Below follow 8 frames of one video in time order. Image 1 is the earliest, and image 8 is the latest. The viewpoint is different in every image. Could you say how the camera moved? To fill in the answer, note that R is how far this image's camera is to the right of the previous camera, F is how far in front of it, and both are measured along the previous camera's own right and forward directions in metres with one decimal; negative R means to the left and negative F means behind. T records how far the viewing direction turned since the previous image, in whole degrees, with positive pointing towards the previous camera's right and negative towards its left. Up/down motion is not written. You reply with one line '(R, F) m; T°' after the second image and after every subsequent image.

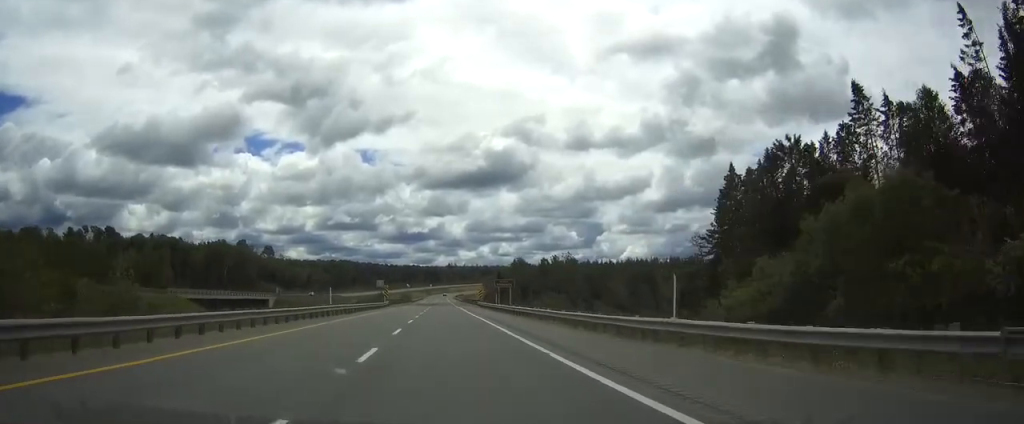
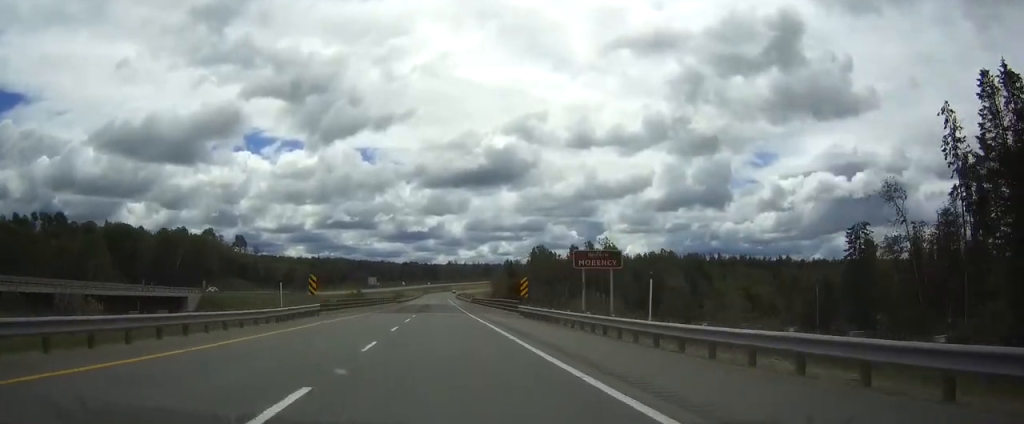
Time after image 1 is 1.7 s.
(0.0, +52.0) m; 0°
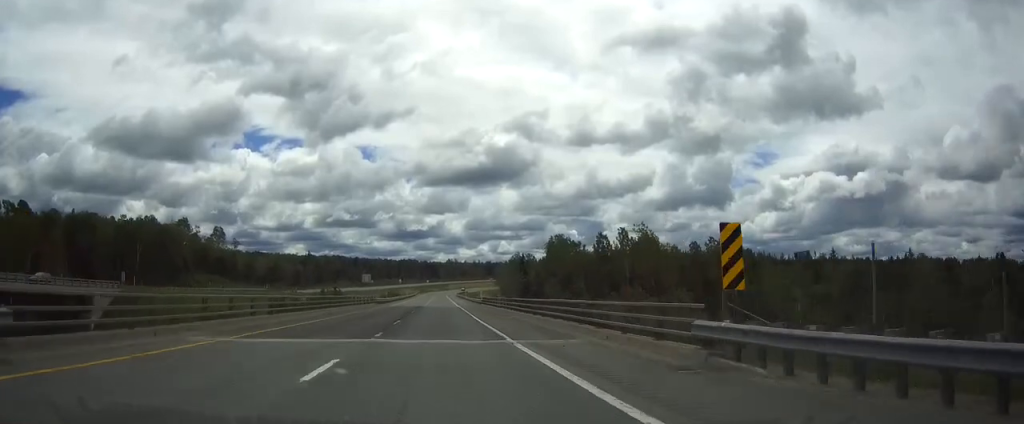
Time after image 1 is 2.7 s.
(0.0, +31.6) m; 0°
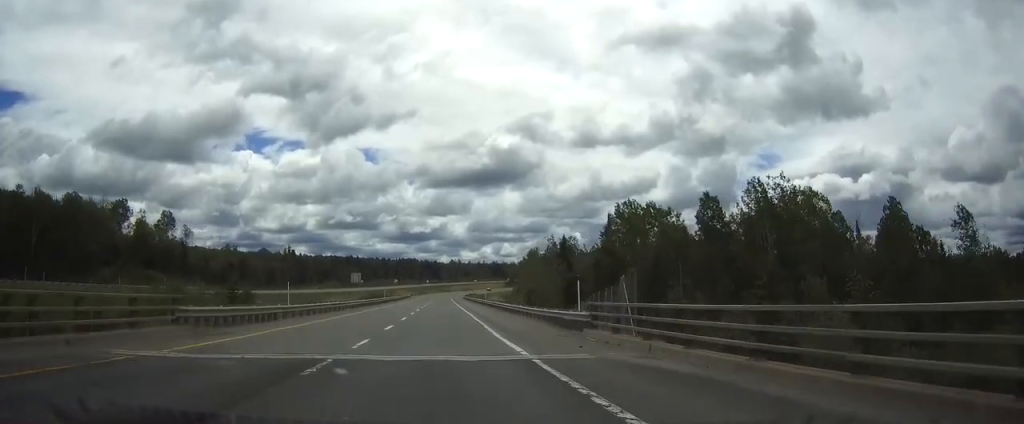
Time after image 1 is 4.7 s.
(-0.1, +59.1) m; 0°
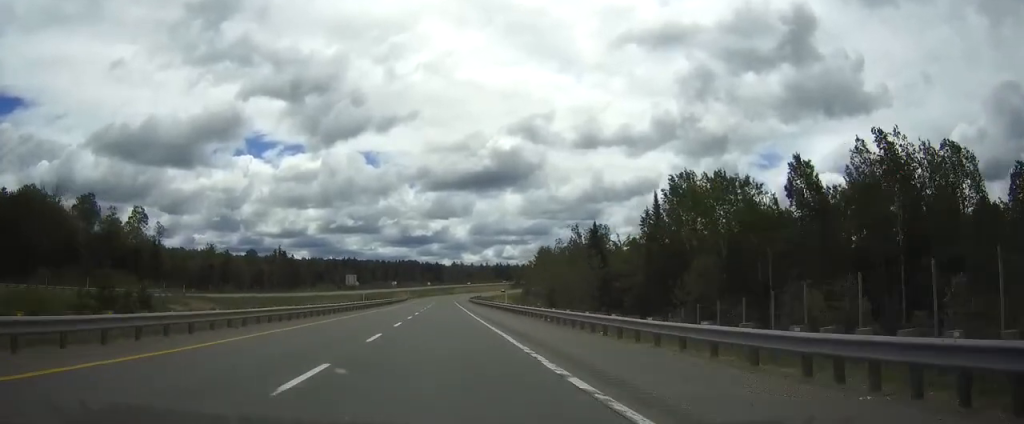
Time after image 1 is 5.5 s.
(0.0, +24.5) m; 0°
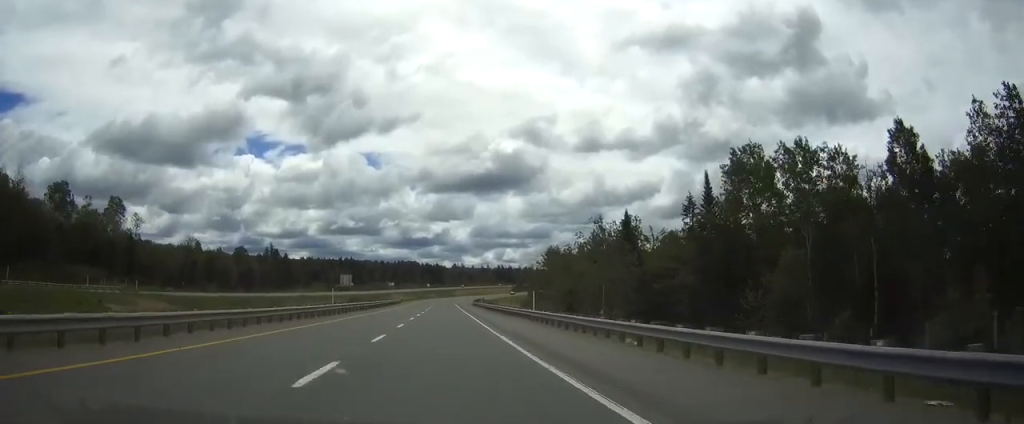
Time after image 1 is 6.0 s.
(0.0, +17.3) m; 0°
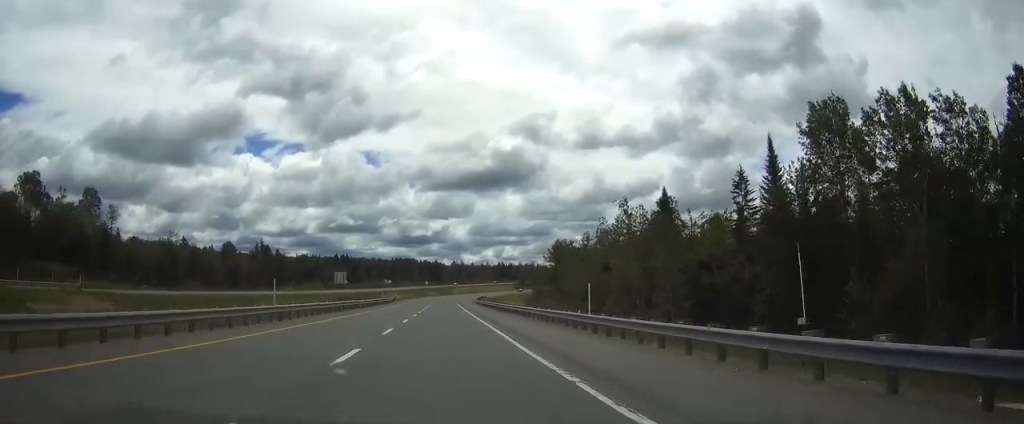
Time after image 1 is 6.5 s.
(0.0, +15.3) m; 0°
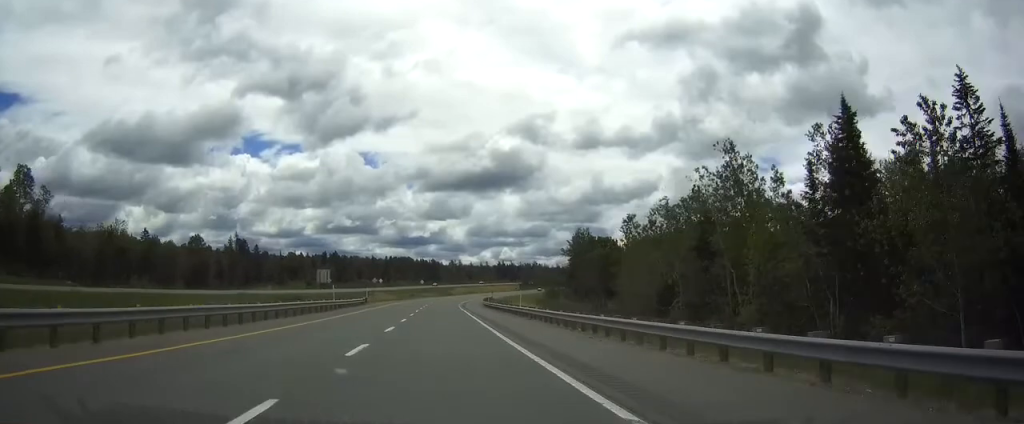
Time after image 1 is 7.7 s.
(0.0, +34.6) m; 0°
